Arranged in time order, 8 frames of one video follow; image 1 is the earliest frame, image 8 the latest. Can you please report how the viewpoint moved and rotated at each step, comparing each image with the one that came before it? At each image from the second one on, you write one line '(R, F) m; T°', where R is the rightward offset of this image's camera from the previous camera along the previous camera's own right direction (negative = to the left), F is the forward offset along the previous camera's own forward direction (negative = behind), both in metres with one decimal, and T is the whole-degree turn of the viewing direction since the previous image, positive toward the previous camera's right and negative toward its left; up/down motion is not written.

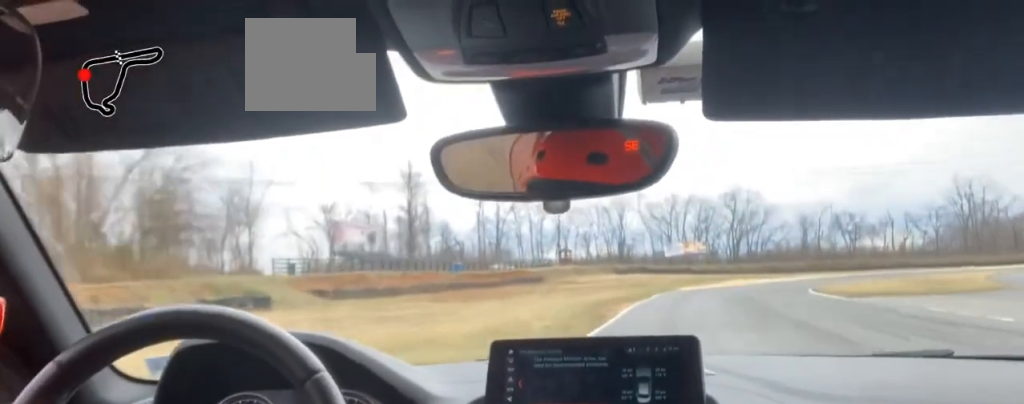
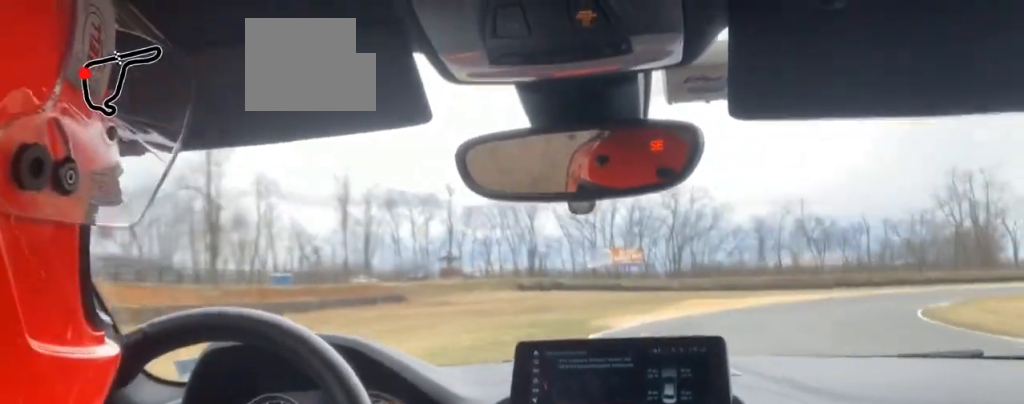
(+2.0, +48.3) m; +8°
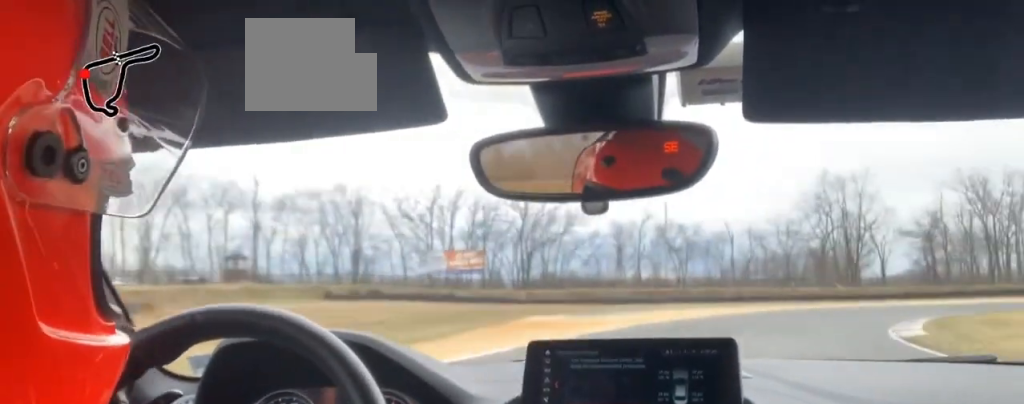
(+1.3, +23.3) m; +7°
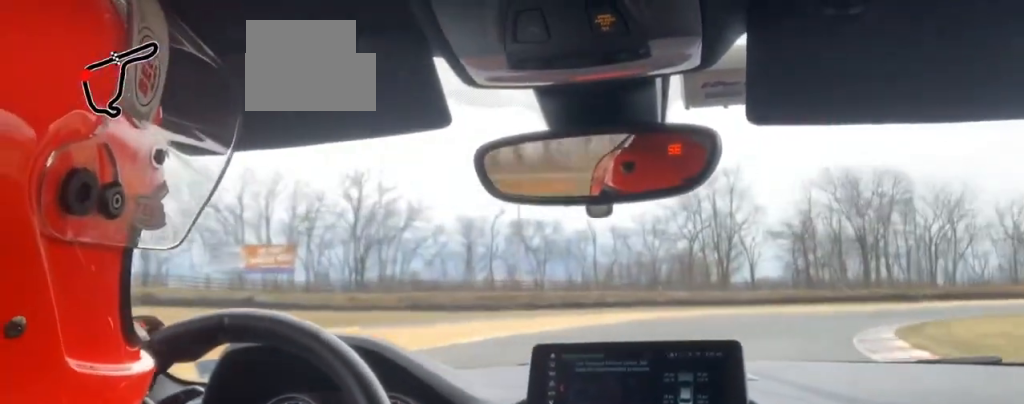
(+0.8, +18.7) m; +6°
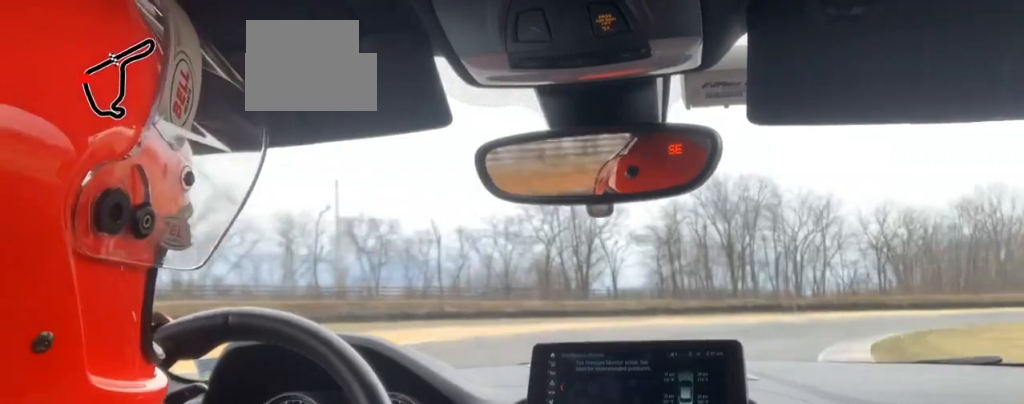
(+1.3, +16.5) m; +9°
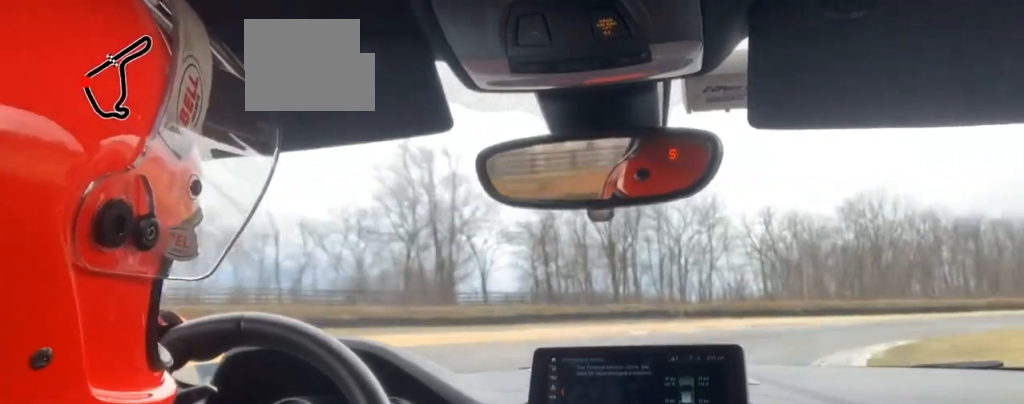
(-0.3, +14.1) m; +8°
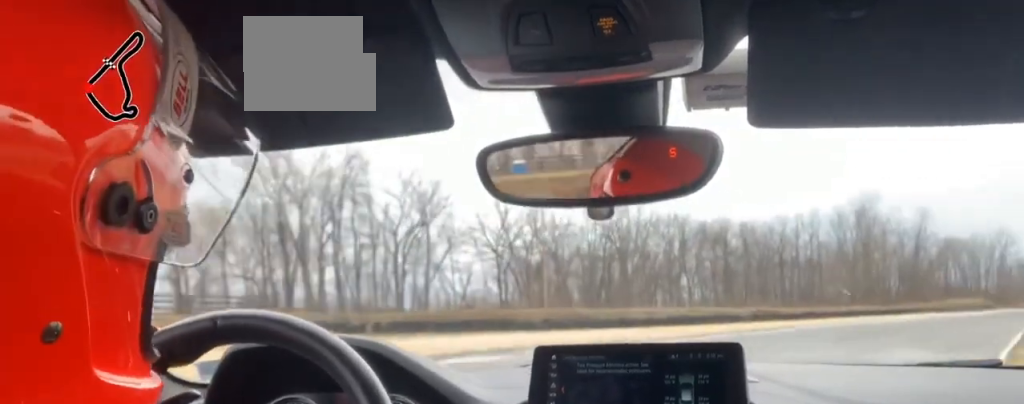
(+5.6, +29.1) m; +13°
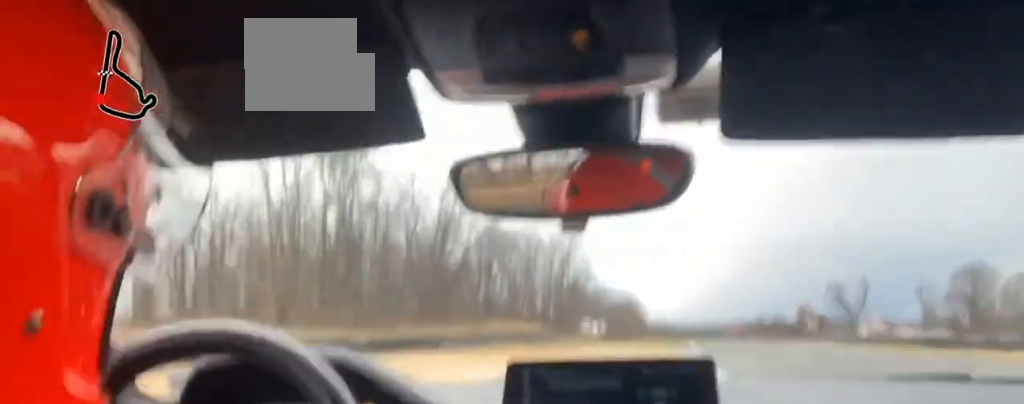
(+17.5, +79.8) m; +26°
